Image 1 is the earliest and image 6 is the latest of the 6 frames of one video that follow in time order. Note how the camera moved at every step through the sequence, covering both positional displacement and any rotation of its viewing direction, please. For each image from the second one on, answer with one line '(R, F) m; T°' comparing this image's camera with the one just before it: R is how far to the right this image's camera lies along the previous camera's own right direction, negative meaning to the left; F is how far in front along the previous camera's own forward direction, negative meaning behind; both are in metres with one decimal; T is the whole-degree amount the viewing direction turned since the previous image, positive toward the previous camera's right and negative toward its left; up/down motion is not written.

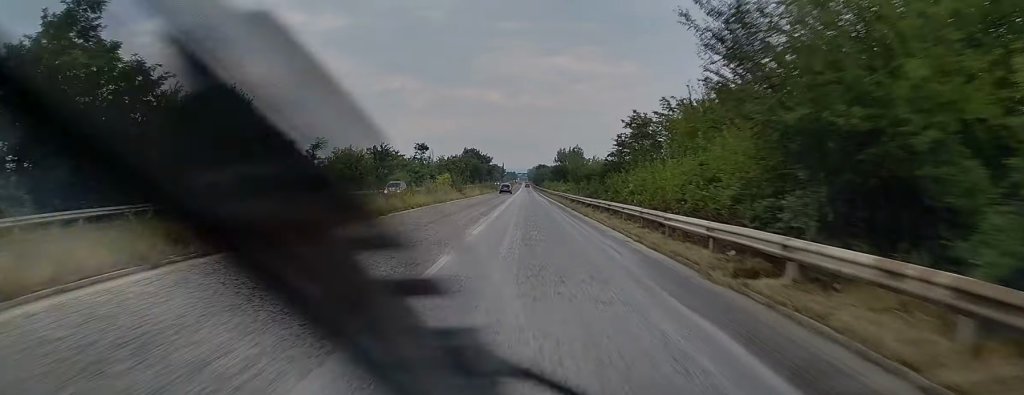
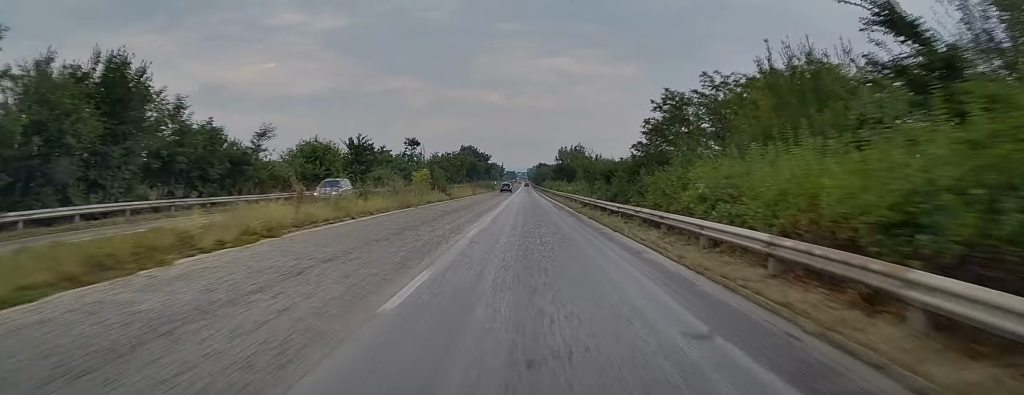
(+0.2, +10.7) m; 0°
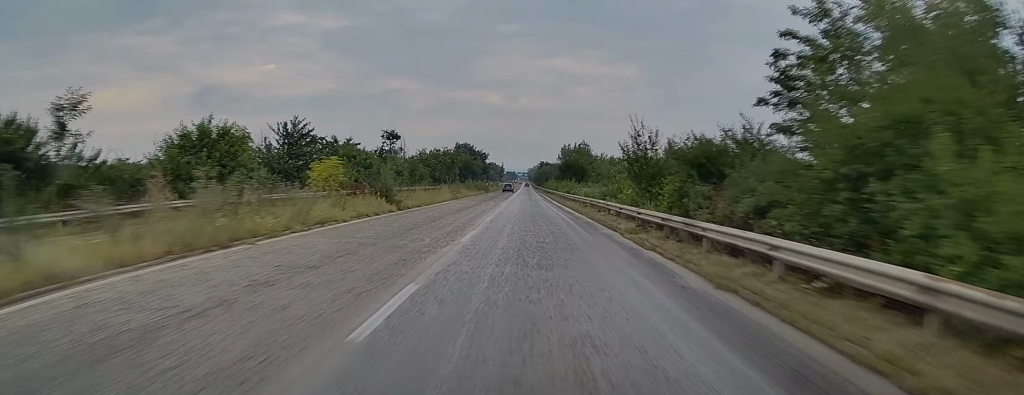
(-0.3, +19.3) m; 0°
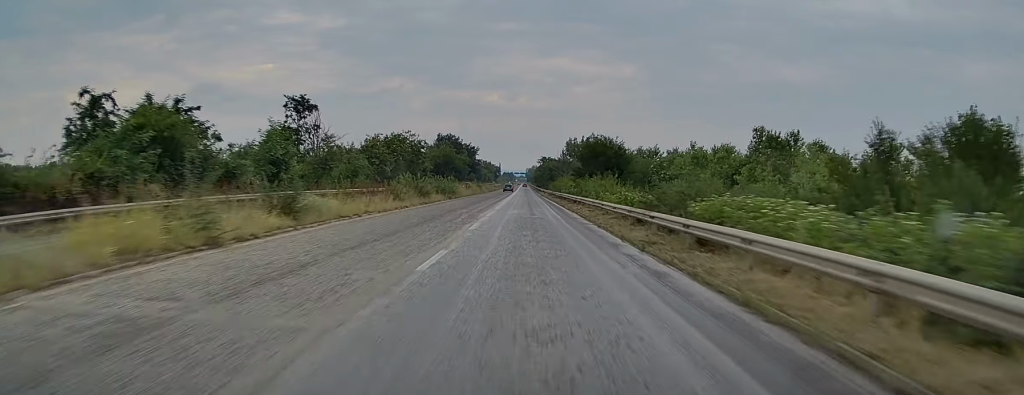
(+0.2, +40.9) m; -1°
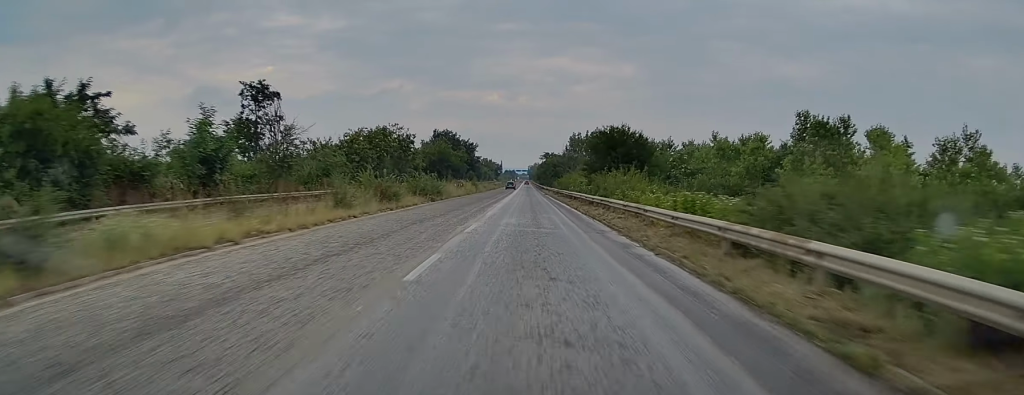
(-0.1, +10.0) m; -1°
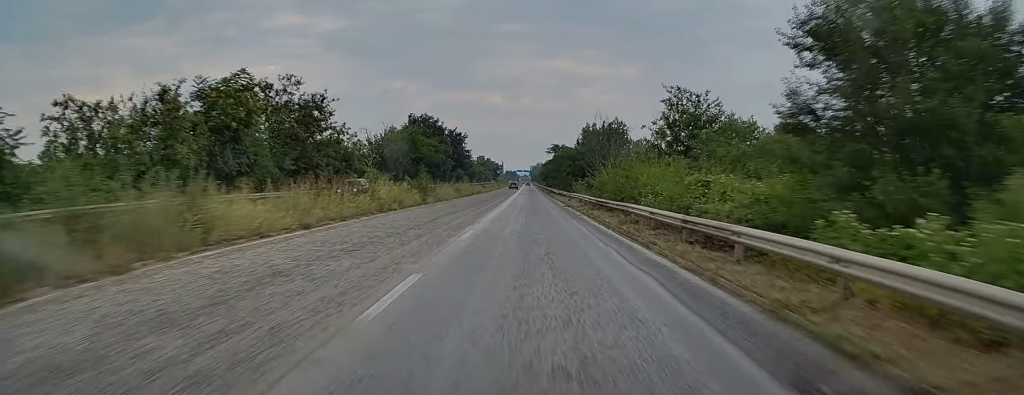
(+0.5, +38.5) m; +1°
